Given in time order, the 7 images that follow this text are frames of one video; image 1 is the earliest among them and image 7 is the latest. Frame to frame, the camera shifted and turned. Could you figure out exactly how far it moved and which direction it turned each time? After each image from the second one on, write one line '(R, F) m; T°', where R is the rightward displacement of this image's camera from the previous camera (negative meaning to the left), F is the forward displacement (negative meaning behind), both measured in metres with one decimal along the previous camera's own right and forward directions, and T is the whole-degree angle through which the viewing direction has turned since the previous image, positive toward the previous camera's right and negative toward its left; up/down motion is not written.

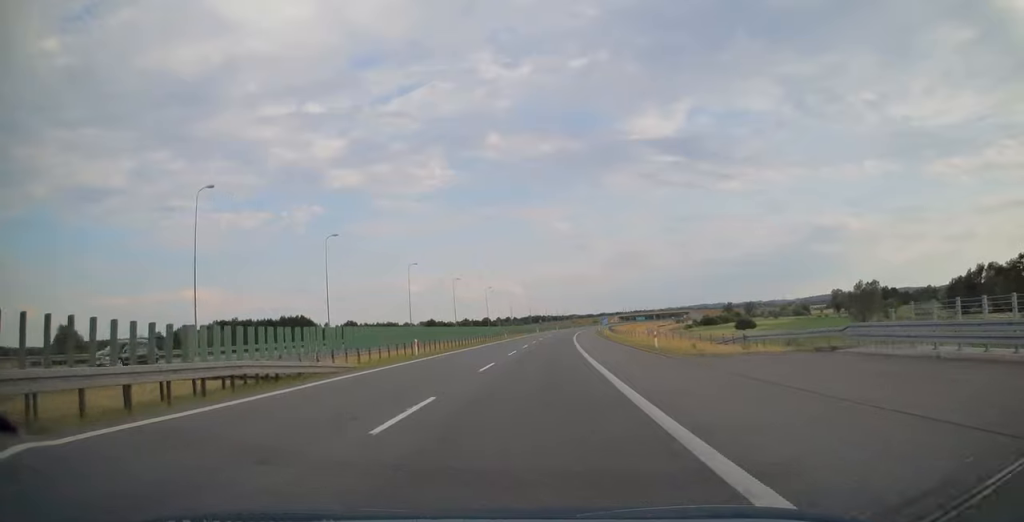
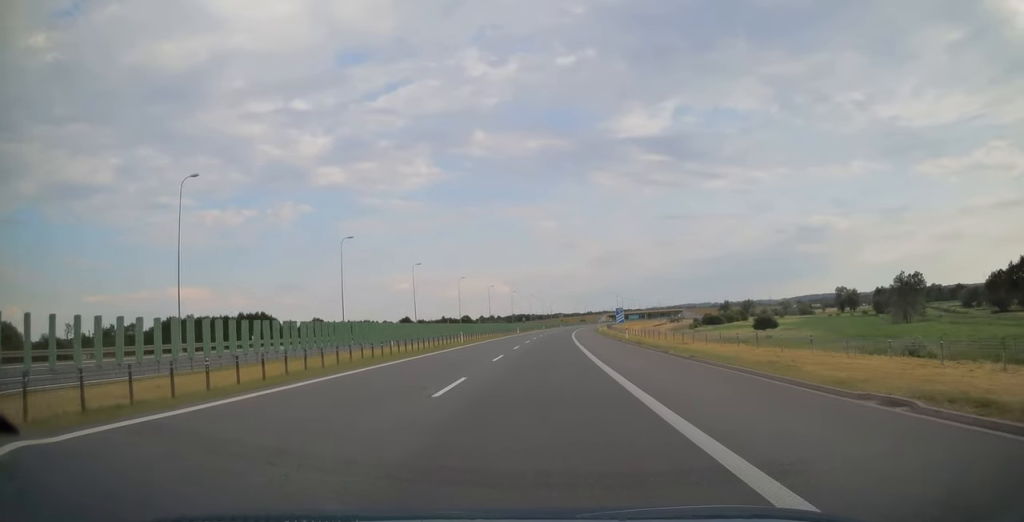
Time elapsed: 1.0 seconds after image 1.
(+0.4, +32.2) m; +1°
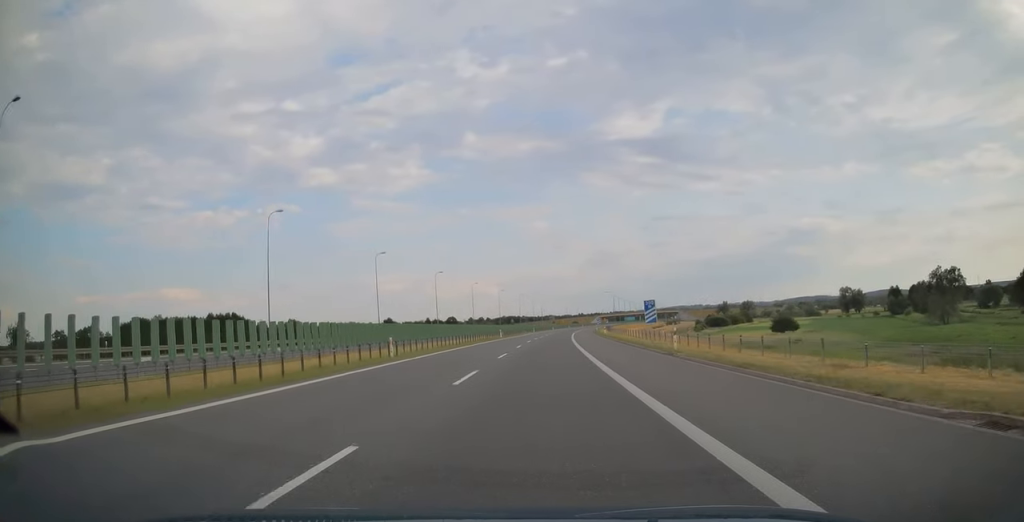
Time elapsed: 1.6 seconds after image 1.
(+0.1, +21.2) m; +1°
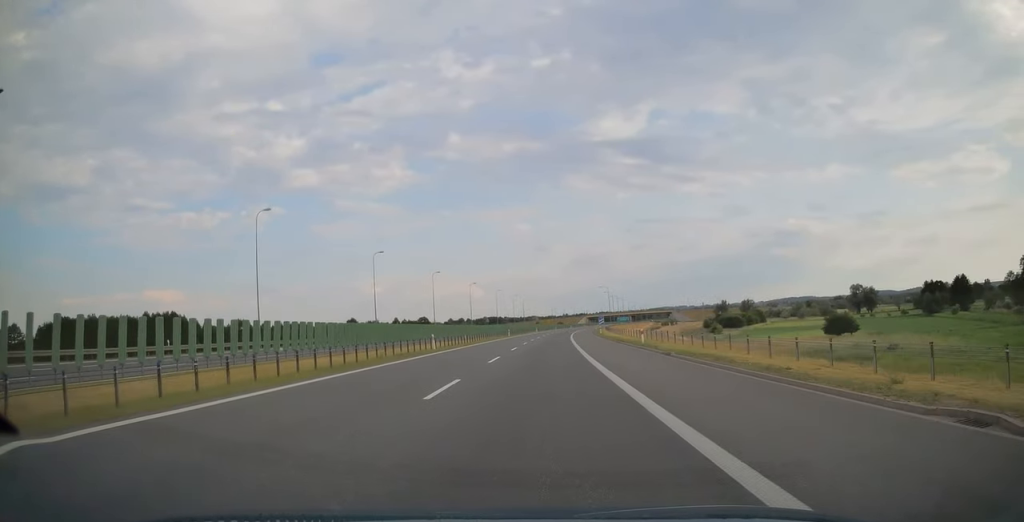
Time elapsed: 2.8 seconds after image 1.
(+0.6, +39.2) m; +2°
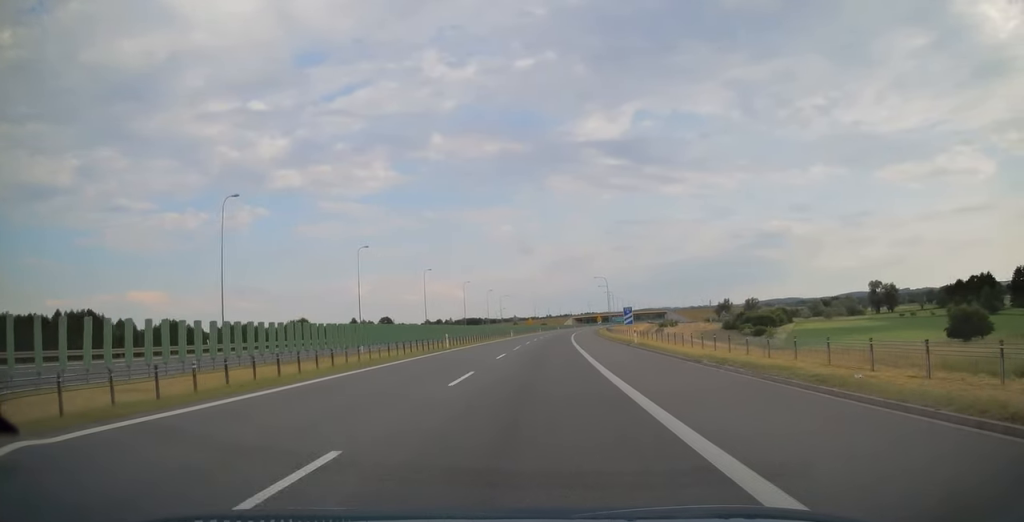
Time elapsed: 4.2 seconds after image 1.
(+0.8, +45.3) m; +2°
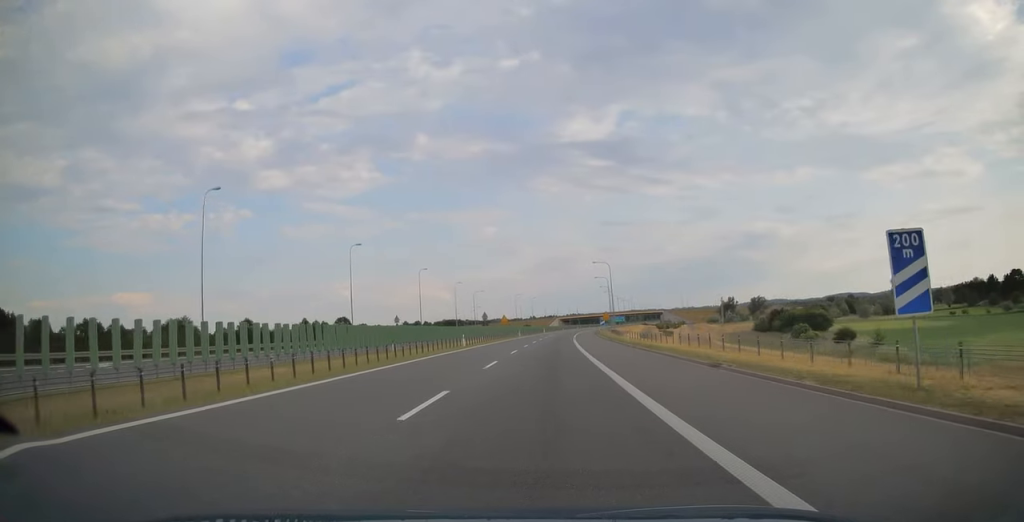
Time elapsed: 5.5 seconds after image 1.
(+0.6, +41.5) m; +2°
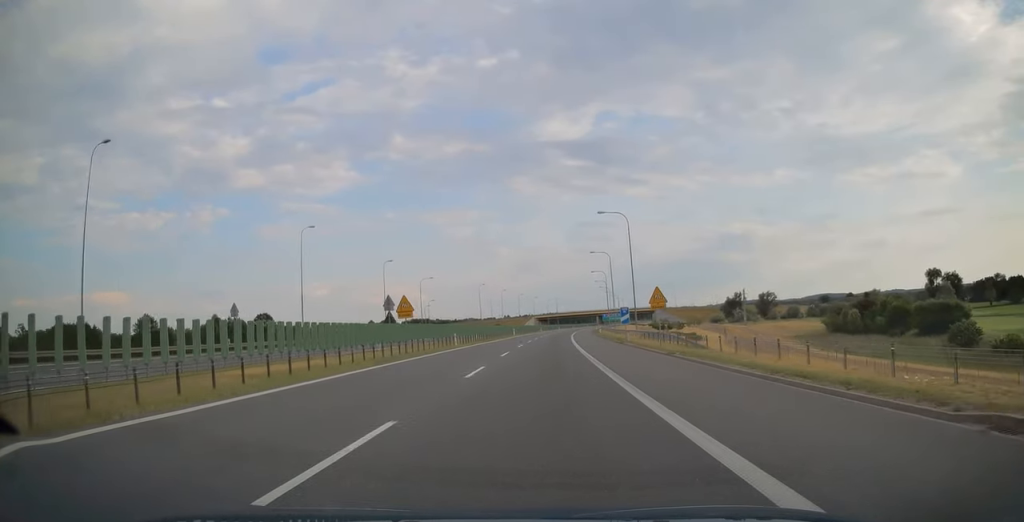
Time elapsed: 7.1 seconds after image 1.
(+0.9, +52.9) m; +2°
